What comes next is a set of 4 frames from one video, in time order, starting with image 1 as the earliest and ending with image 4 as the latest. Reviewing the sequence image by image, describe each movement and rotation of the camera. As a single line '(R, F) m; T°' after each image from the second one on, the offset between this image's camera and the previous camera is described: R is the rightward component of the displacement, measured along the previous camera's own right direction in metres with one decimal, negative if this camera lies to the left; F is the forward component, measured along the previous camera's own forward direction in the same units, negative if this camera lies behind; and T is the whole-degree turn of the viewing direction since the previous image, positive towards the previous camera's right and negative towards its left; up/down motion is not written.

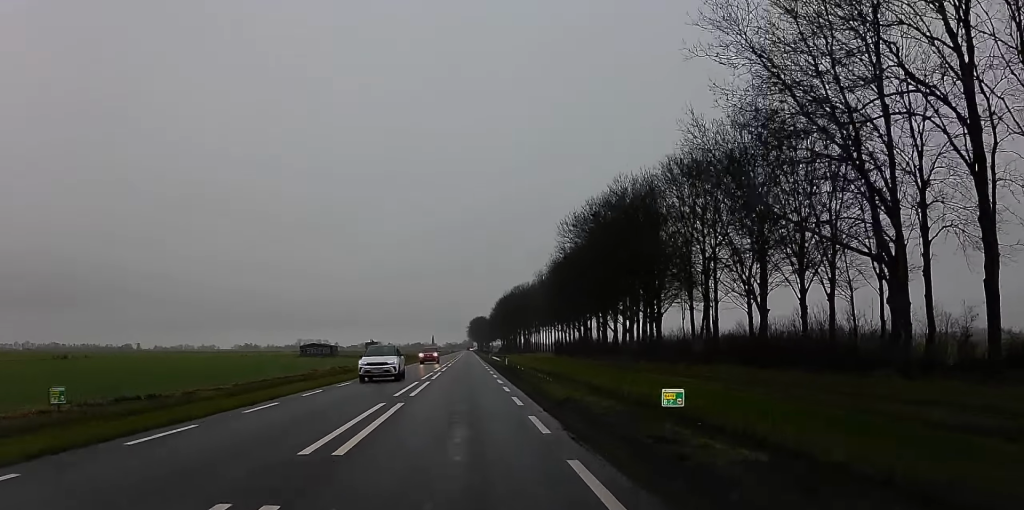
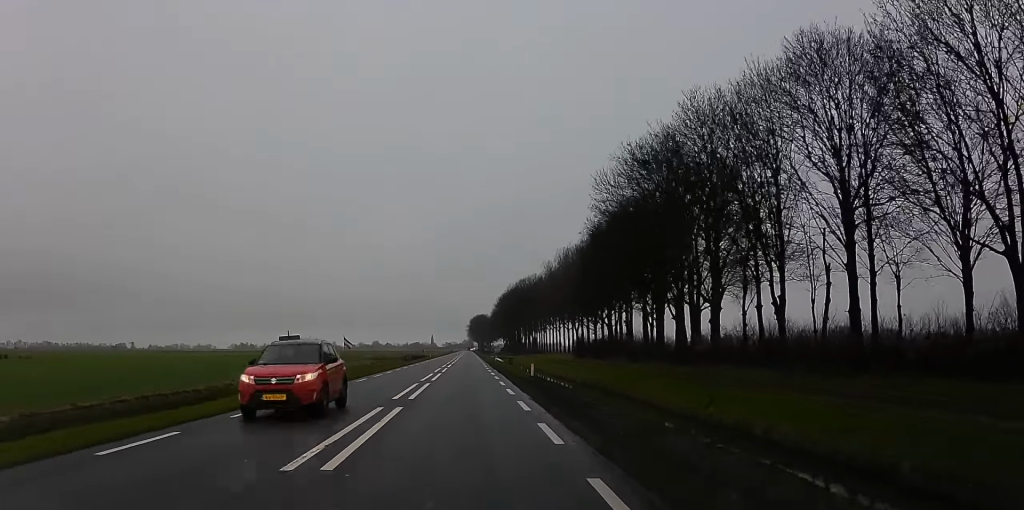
(-1.5, +25.1) m; -1°
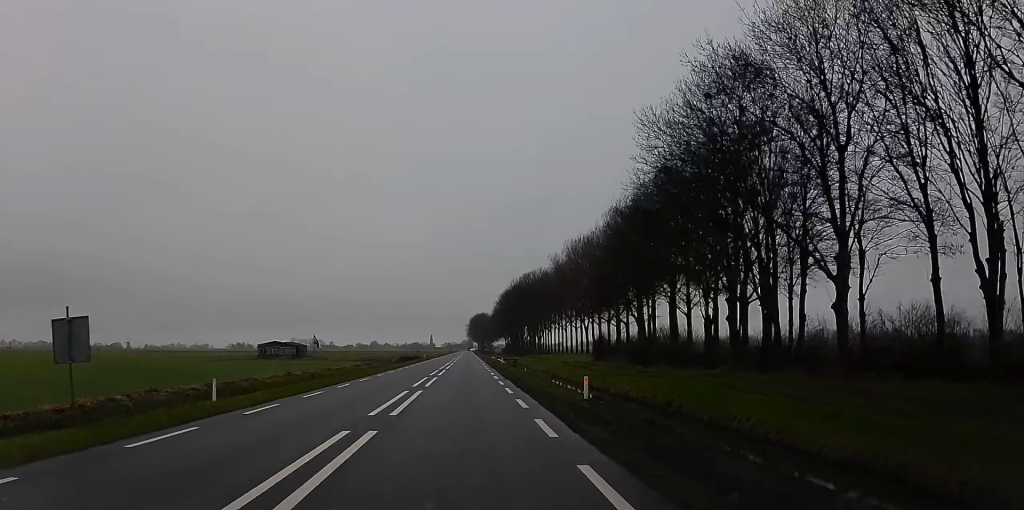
(+1.2, +16.5) m; +5°
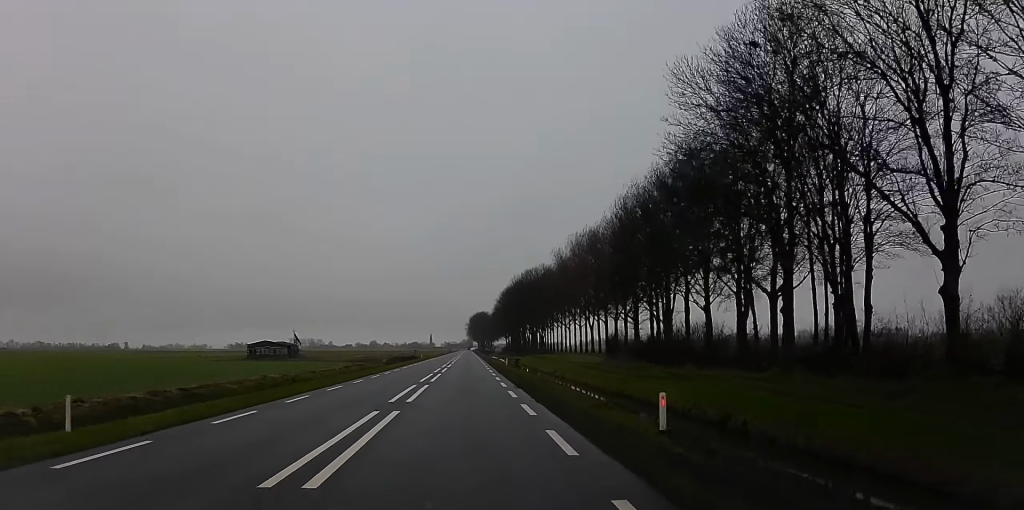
(+0.1, +8.4) m; -1°
